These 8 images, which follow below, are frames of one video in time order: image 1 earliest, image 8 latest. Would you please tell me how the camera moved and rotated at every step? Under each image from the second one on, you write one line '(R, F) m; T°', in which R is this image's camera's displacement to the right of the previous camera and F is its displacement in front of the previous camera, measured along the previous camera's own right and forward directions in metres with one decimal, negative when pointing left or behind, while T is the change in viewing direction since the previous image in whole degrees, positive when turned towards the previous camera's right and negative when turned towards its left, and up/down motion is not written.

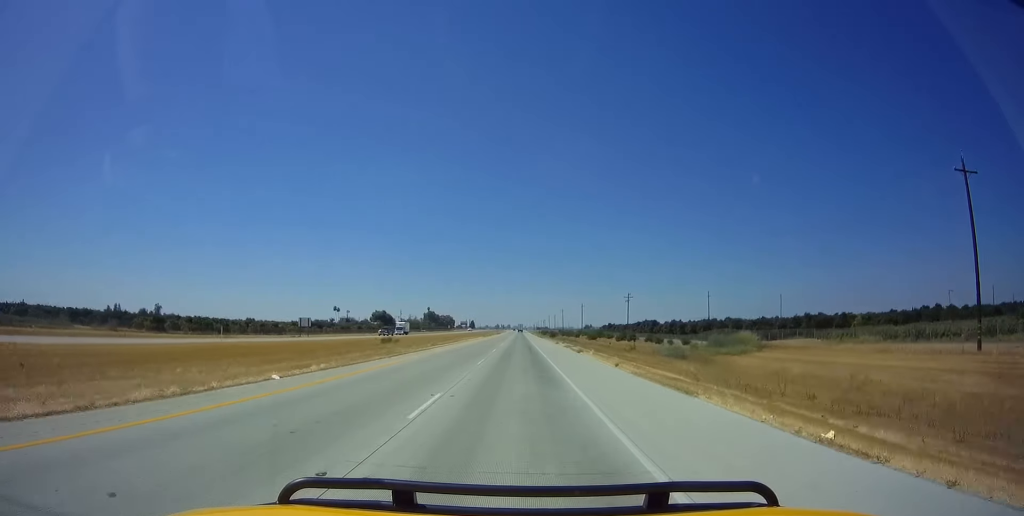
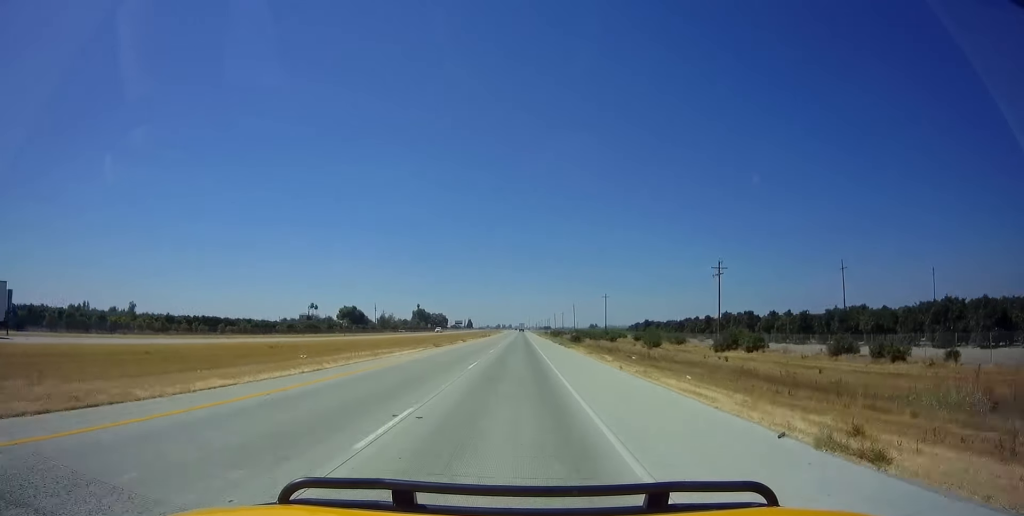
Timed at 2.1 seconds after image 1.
(0.0, +62.7) m; 0°
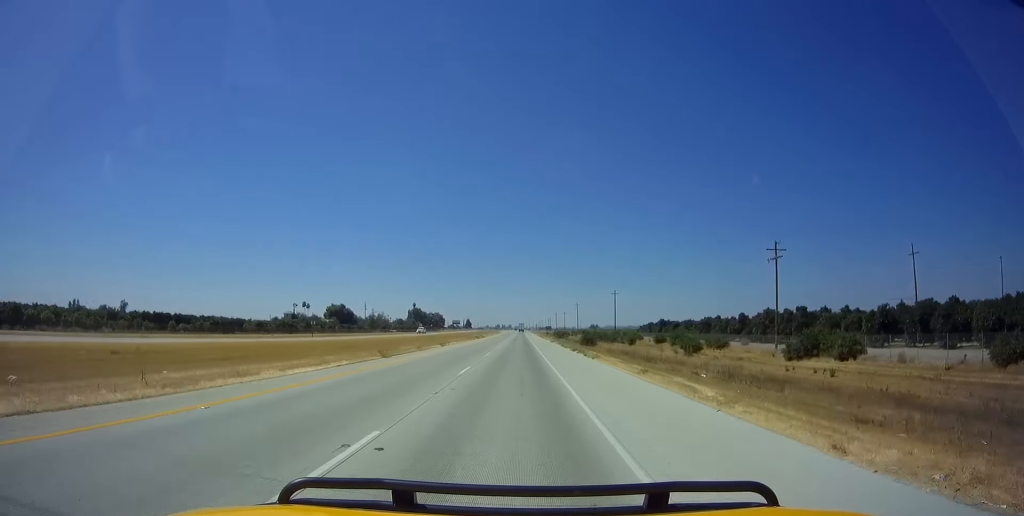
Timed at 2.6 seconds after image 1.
(0.0, +17.6) m; 0°
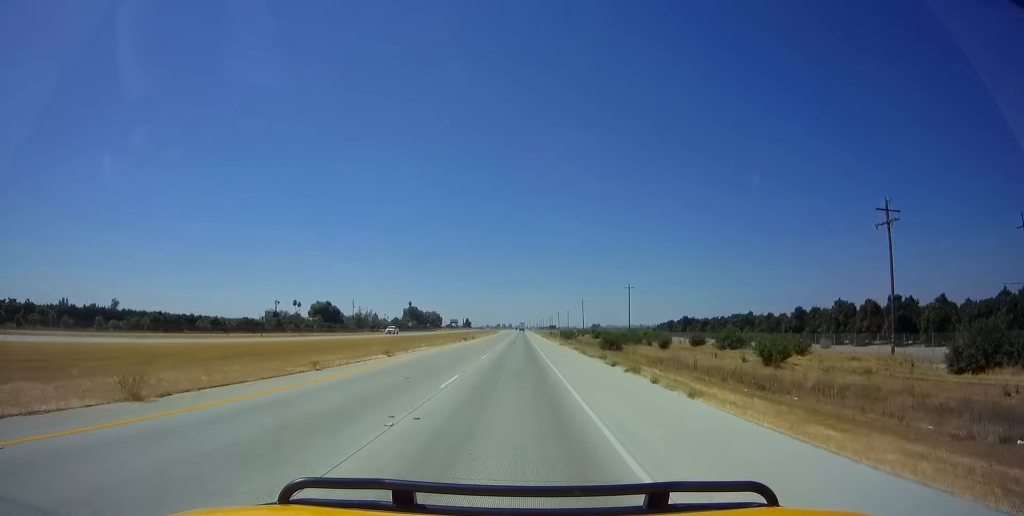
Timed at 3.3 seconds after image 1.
(0.0, +19.8) m; 0°
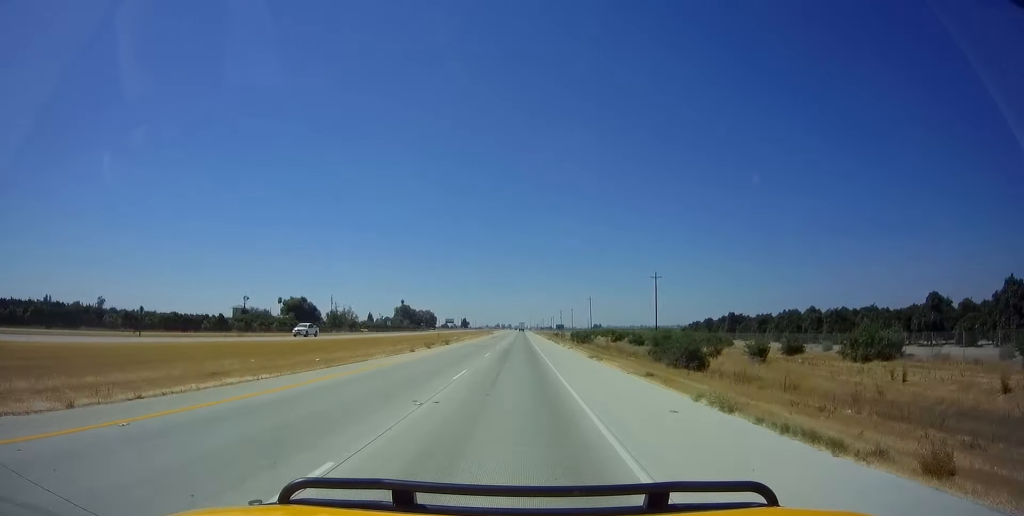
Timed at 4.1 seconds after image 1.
(-0.2, +27.1) m; 0°
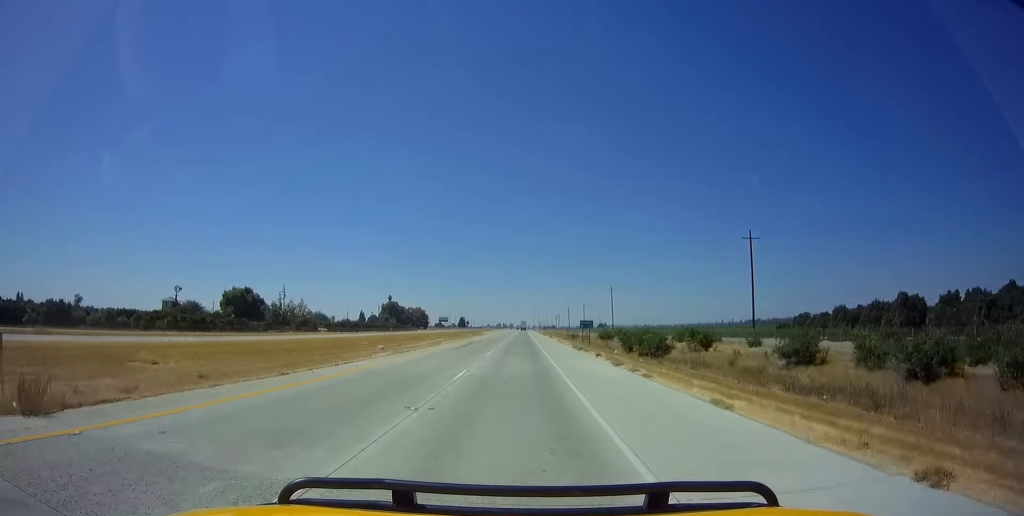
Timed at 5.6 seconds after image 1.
(+0.1, +45.3) m; 0°
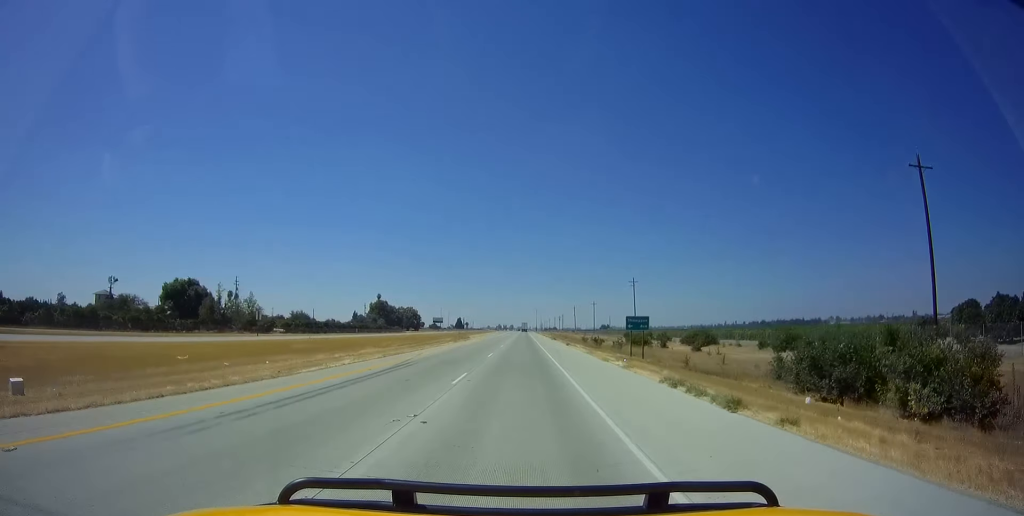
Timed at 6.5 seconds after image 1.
(0.0, +30.8) m; 0°
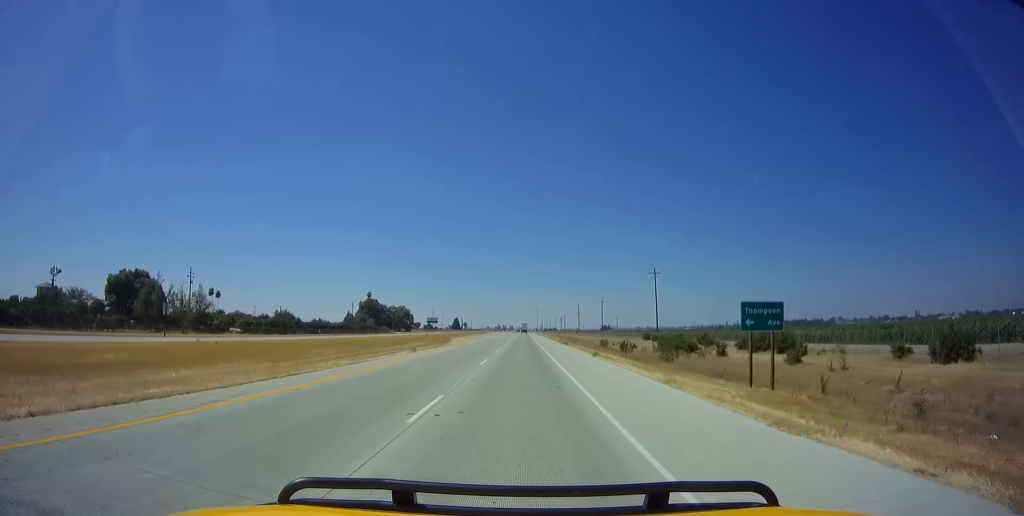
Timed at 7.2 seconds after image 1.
(+0.1, +21.3) m; 0°
